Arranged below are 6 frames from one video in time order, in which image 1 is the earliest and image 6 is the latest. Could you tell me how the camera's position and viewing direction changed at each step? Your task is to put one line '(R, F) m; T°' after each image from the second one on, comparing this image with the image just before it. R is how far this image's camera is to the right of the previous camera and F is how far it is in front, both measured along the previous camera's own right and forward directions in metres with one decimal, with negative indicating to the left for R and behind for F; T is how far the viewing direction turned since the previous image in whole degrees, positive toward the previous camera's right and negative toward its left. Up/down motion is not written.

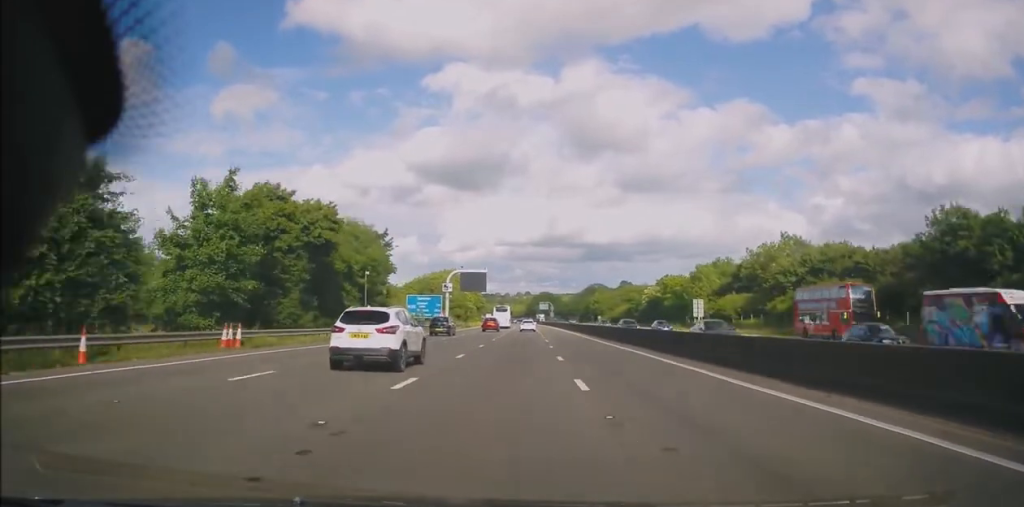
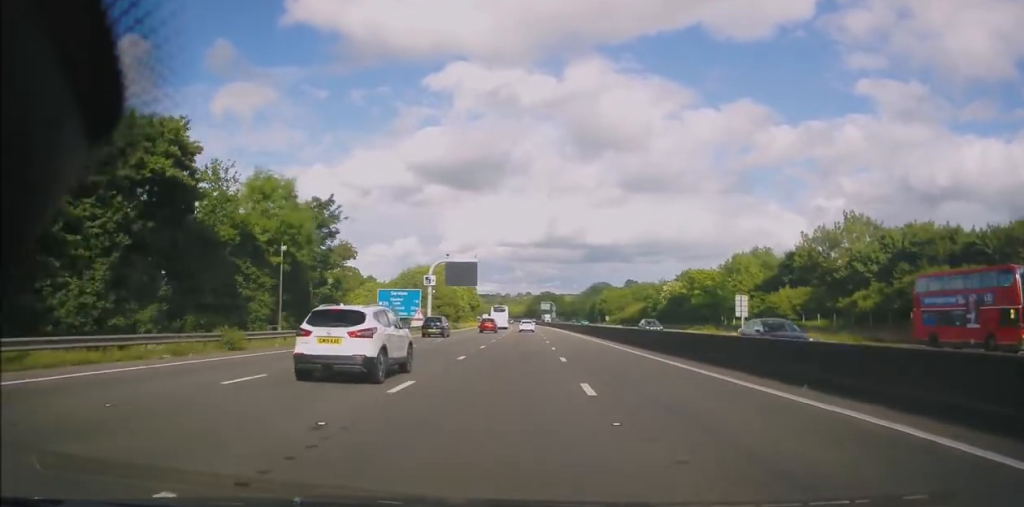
(-0.2, +18.7) m; 0°
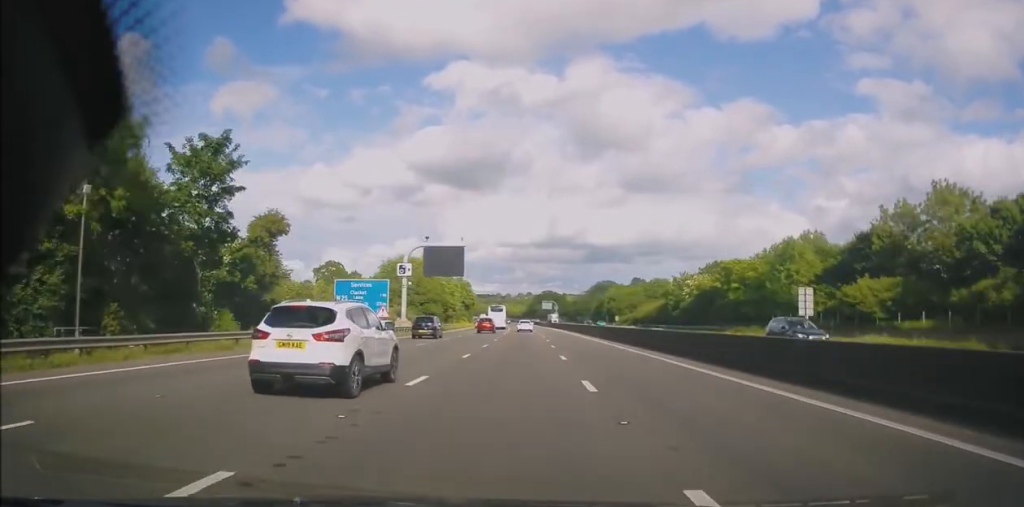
(+0.1, +17.1) m; 0°
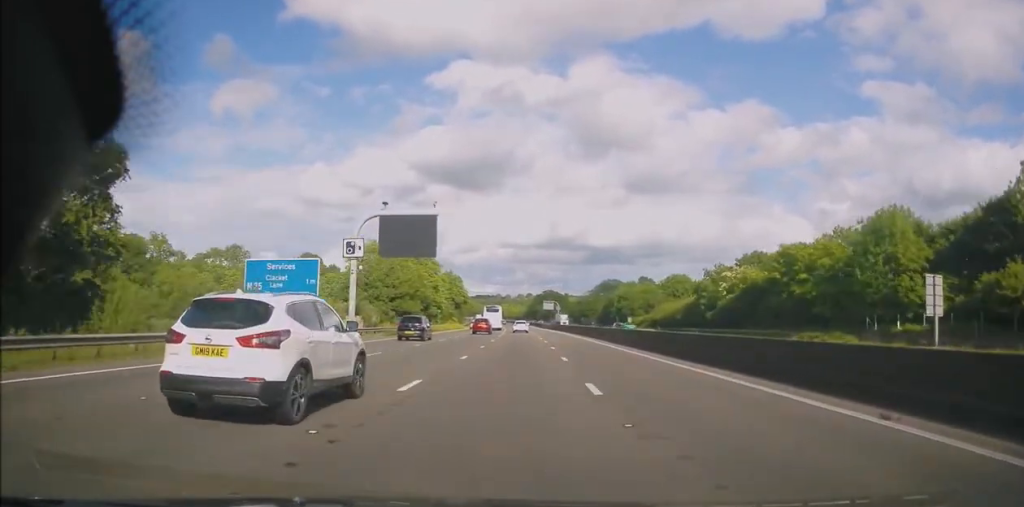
(+0.1, +19.3) m; 0°
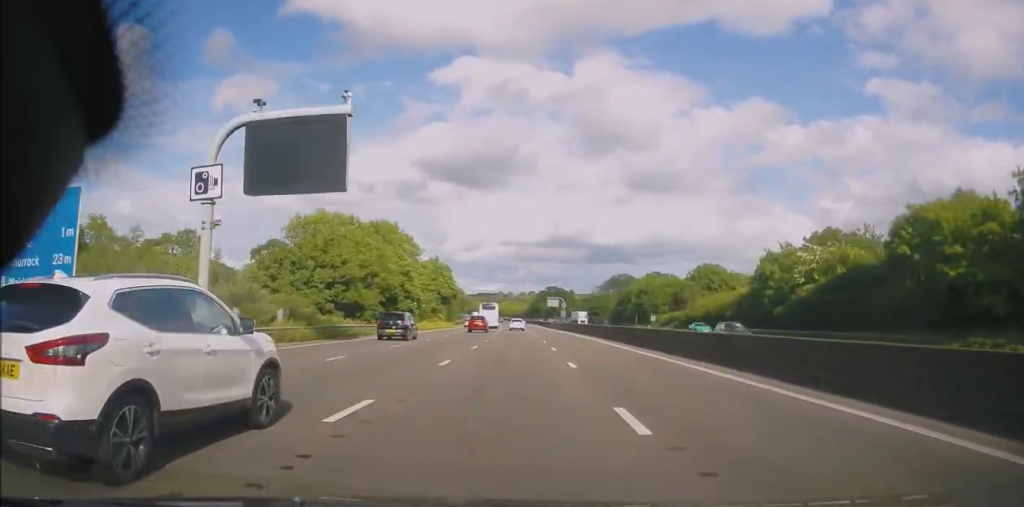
(-0.2, +22.7) m; -1°
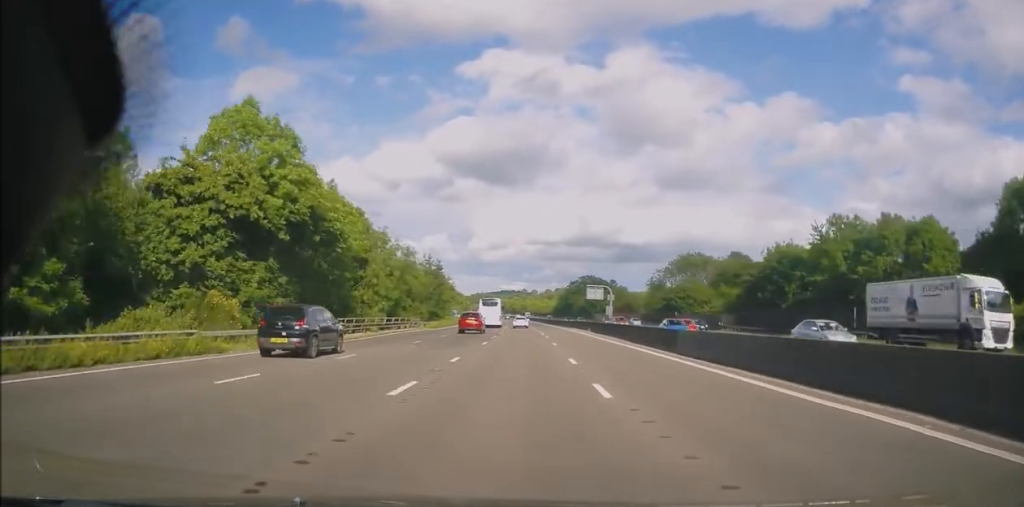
(-0.8, +78.9) m; -2°
